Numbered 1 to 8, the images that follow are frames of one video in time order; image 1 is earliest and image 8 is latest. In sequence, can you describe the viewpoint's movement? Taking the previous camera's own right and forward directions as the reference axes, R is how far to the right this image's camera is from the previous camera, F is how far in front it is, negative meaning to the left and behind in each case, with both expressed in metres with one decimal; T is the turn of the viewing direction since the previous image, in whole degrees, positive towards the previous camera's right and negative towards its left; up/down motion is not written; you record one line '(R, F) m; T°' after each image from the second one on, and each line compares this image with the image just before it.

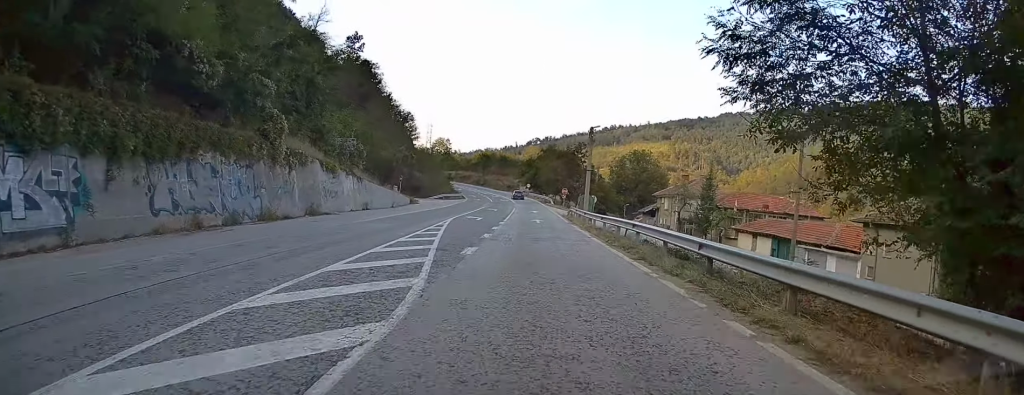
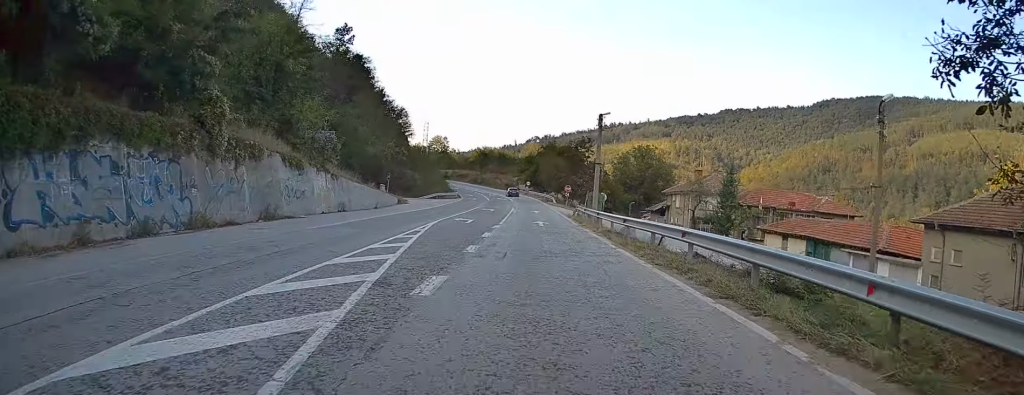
(0.0, +6.3) m; 0°
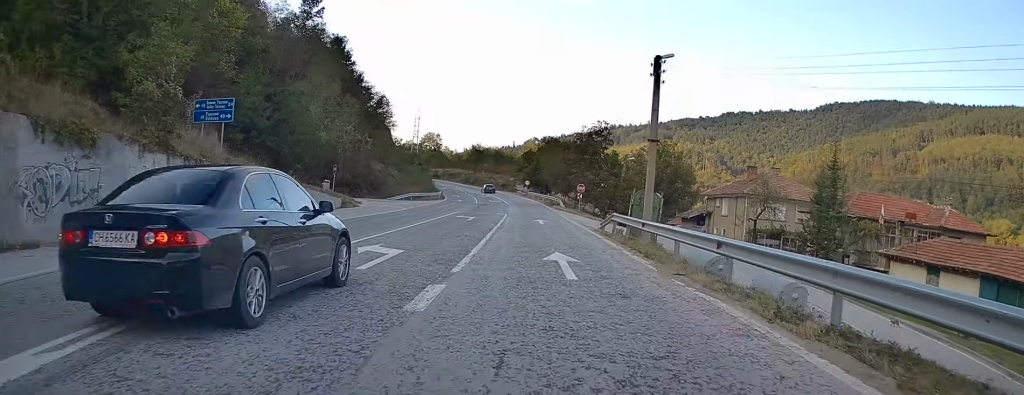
(0.0, +18.6) m; 0°
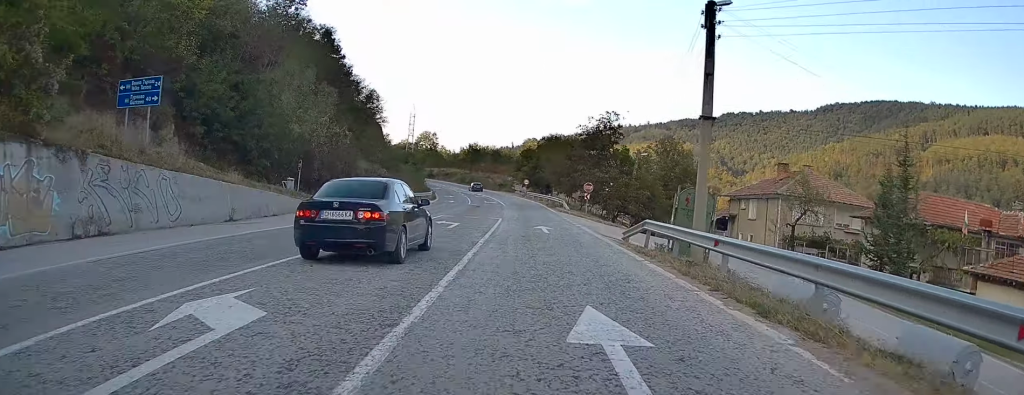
(0.0, +7.4) m; 0°
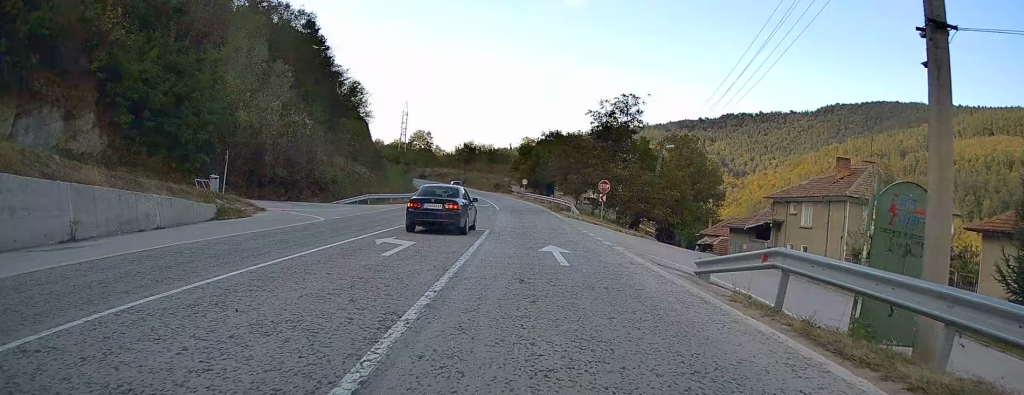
(0.0, +10.3) m; 0°
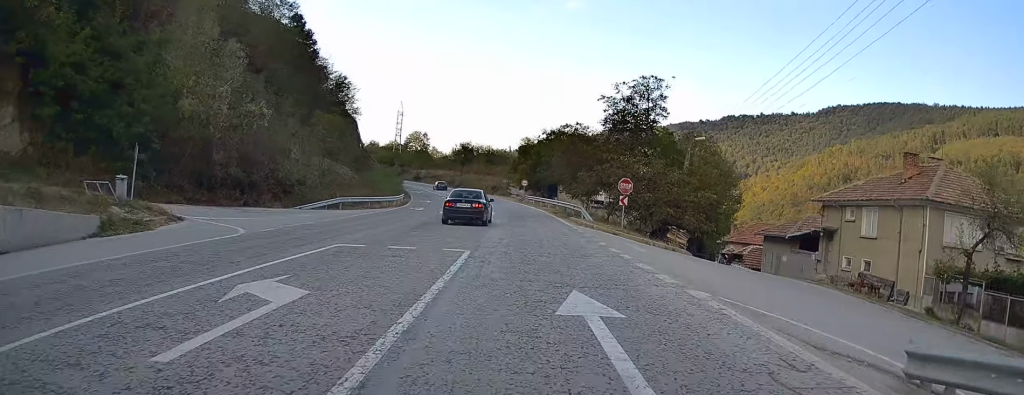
(0.0, +7.9) m; 0°
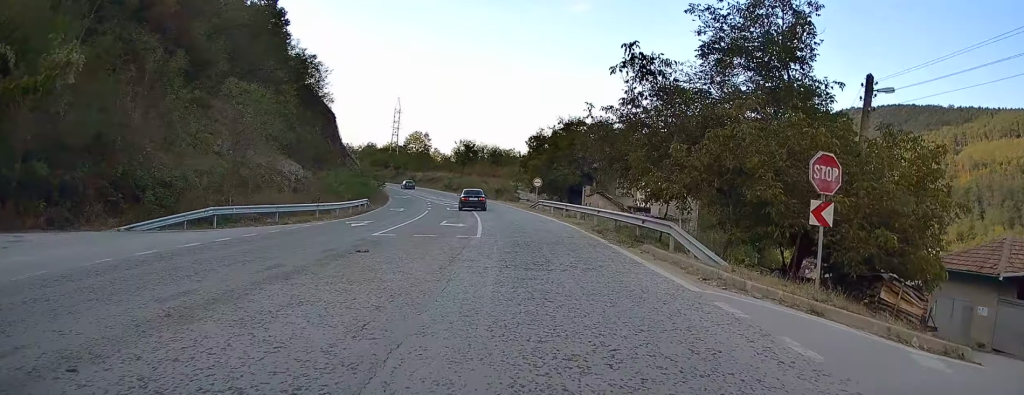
(-0.1, +19.3) m; -1°
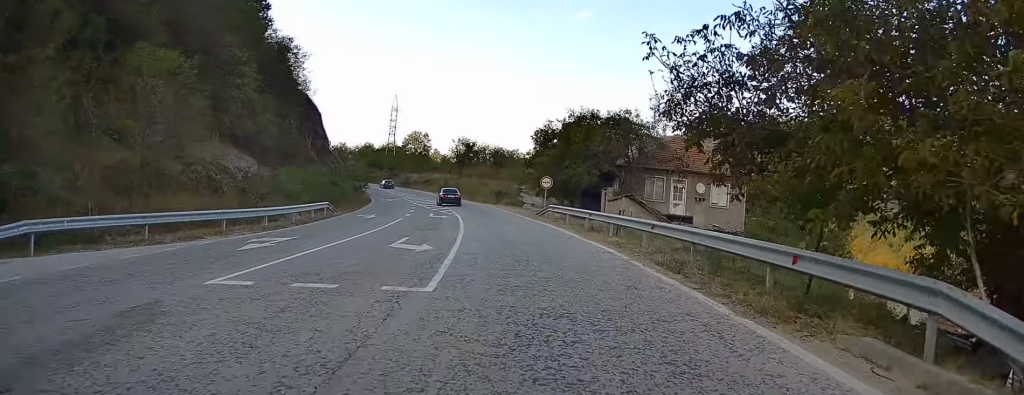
(-0.1, +10.5) m; -1°
